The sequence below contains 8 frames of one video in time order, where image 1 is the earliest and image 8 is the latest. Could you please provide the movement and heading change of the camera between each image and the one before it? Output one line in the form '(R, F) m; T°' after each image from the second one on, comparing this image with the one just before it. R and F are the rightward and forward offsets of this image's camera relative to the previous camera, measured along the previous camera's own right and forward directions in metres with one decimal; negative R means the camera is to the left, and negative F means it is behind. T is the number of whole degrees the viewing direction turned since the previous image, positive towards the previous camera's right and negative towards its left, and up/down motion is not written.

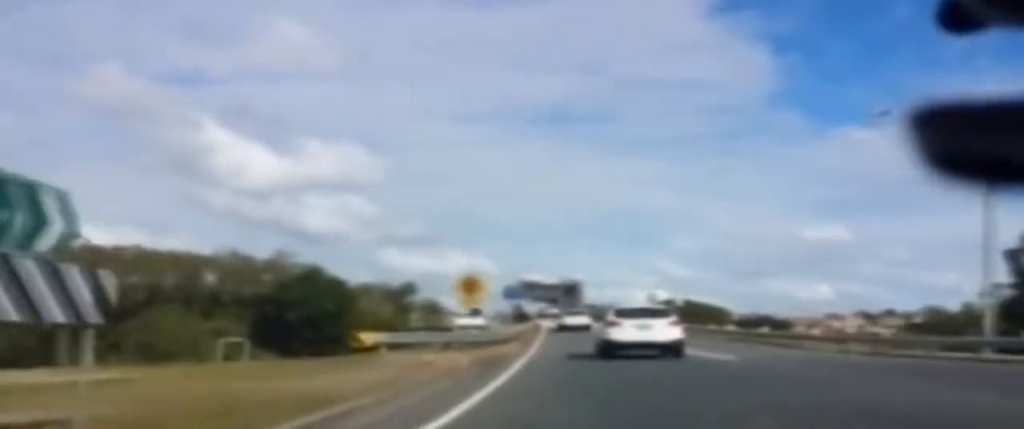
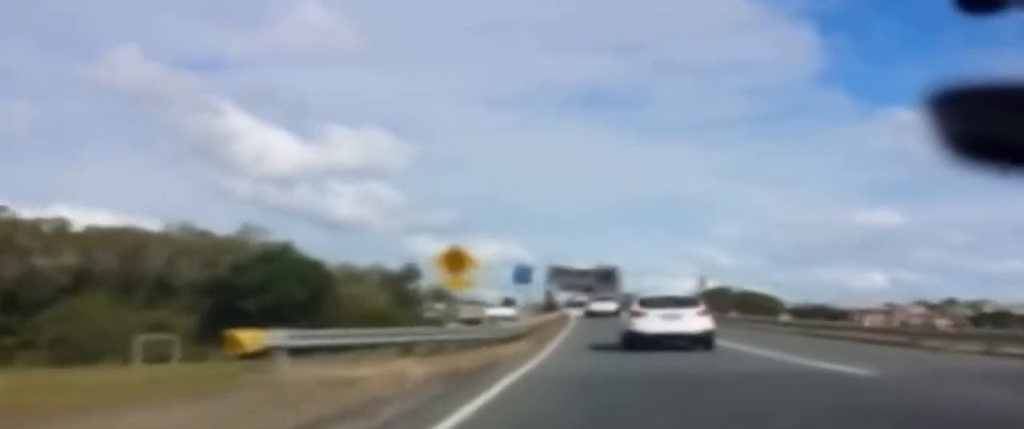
(-0.2, +8.5) m; -1°
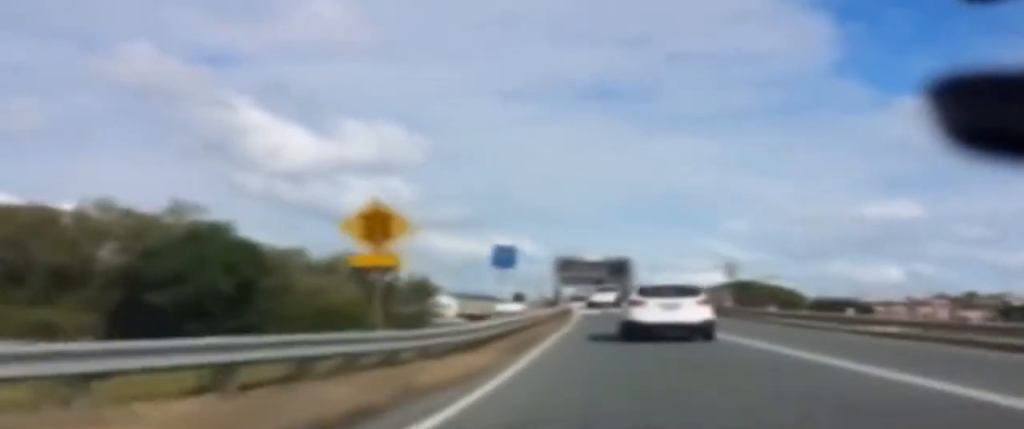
(-0.1, +8.7) m; -2°
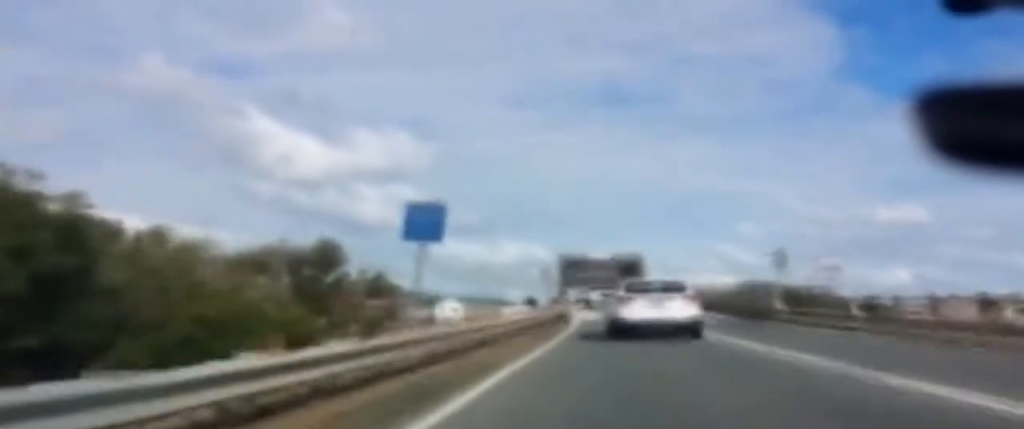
(-0.3, +12.3) m; -2°
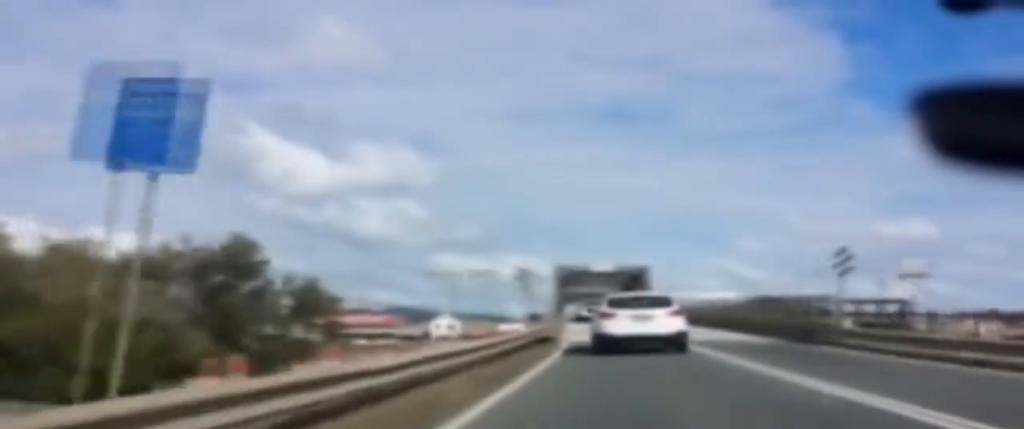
(-0.3, +9.1) m; -1°
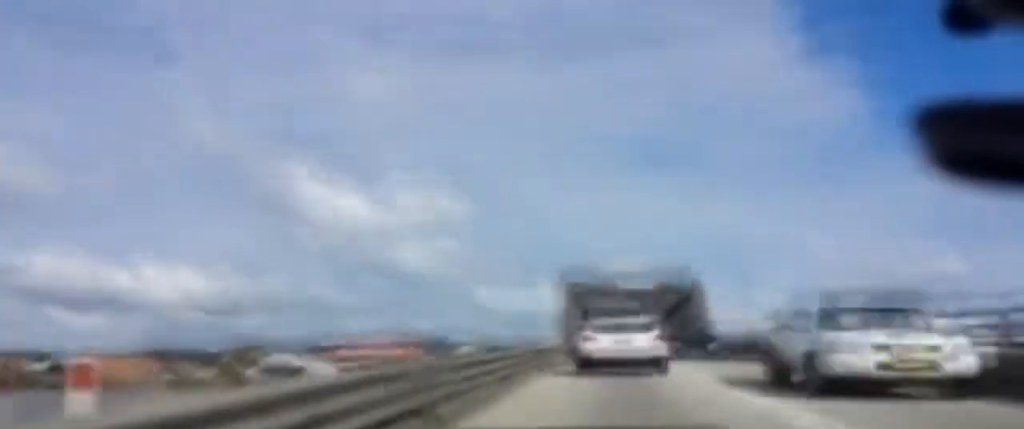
(+0.3, +29.9) m; 0°
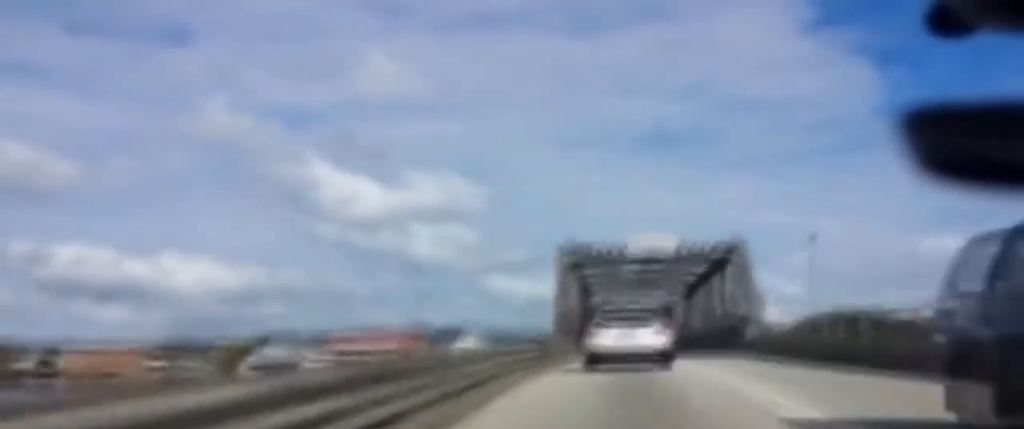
(-0.3, +16.5) m; -1°
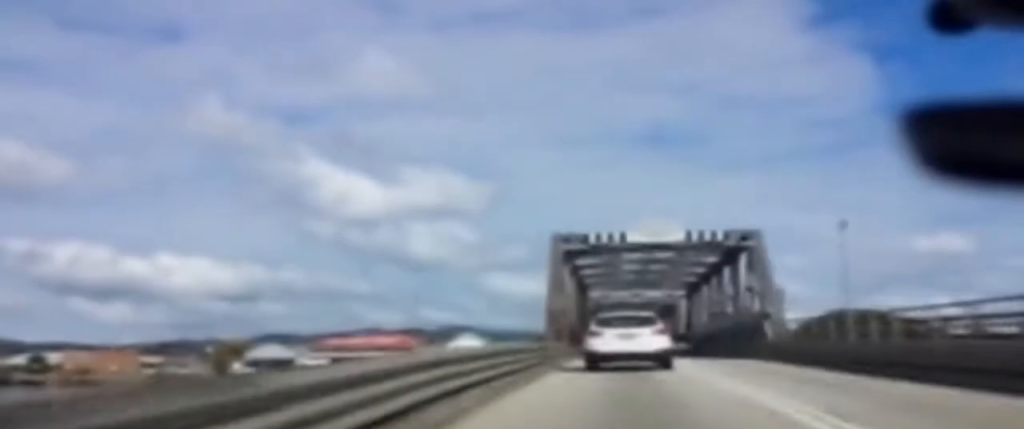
(0.0, +4.7) m; 0°
